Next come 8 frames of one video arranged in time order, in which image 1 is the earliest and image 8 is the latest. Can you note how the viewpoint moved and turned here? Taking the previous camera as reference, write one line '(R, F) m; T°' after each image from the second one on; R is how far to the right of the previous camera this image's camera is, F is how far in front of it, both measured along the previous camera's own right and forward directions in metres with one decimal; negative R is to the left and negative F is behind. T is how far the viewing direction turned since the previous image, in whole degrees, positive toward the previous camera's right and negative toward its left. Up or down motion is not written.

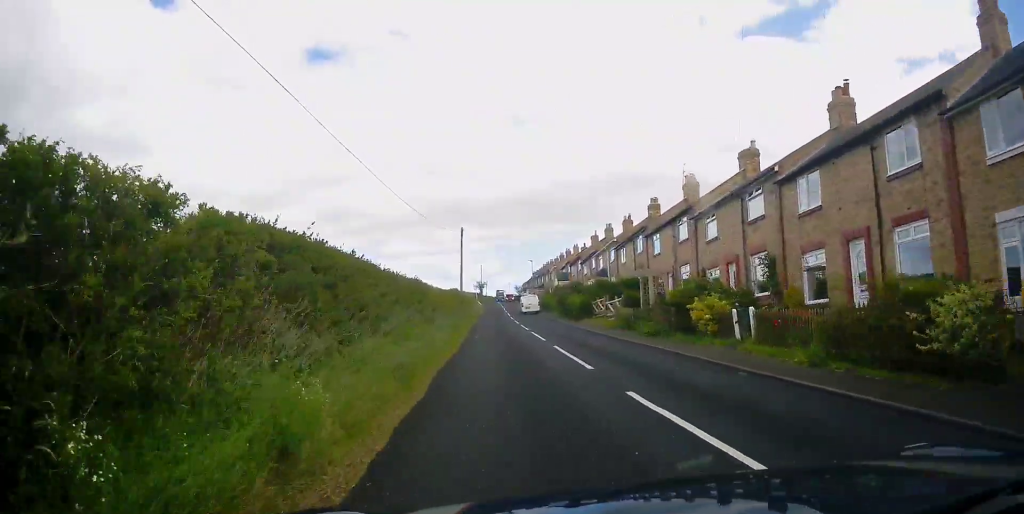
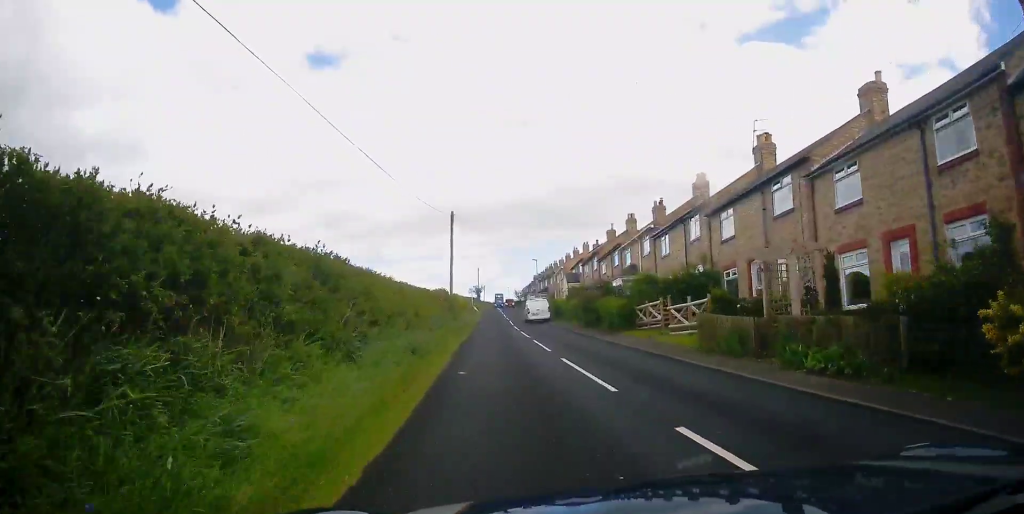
(+0.2, +11.9) m; +3°
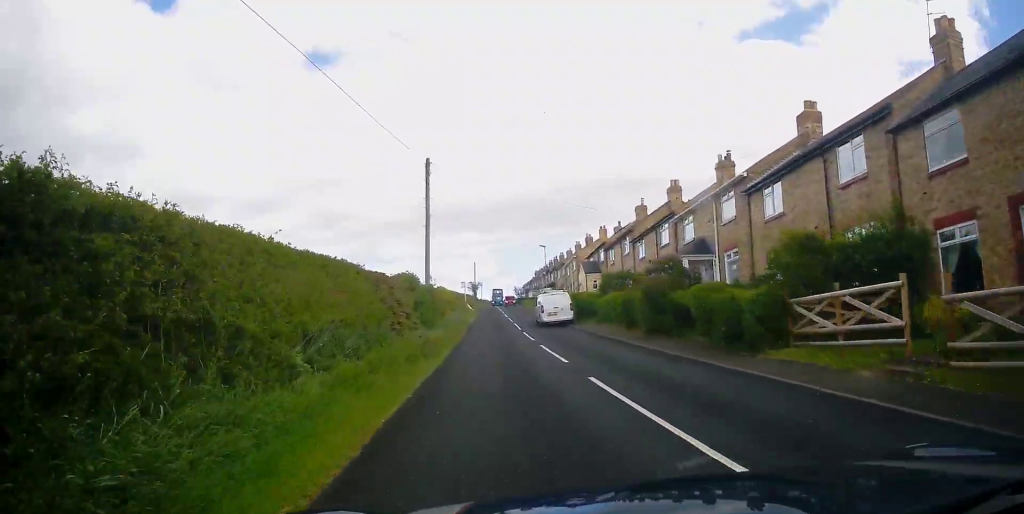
(0.0, +13.1) m; -2°
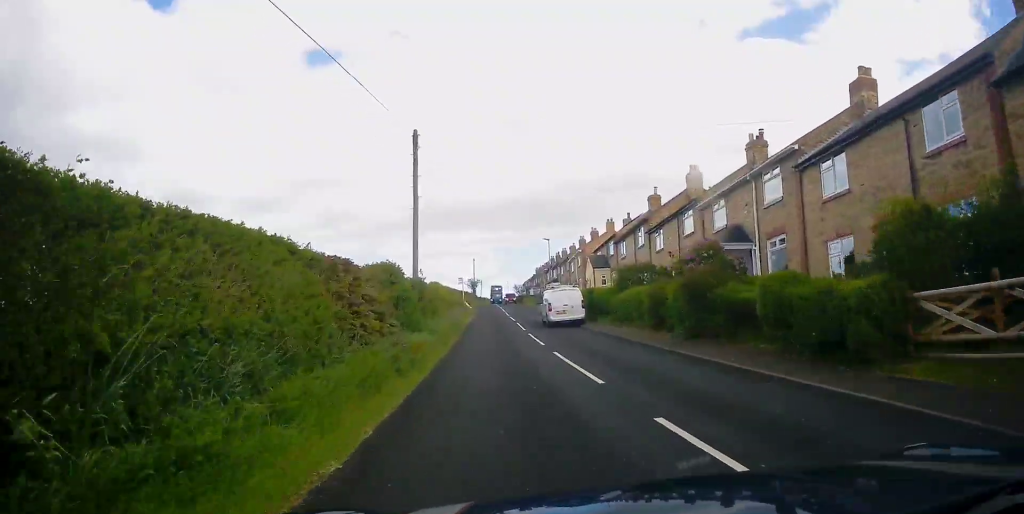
(0.0, +4.2) m; +1°
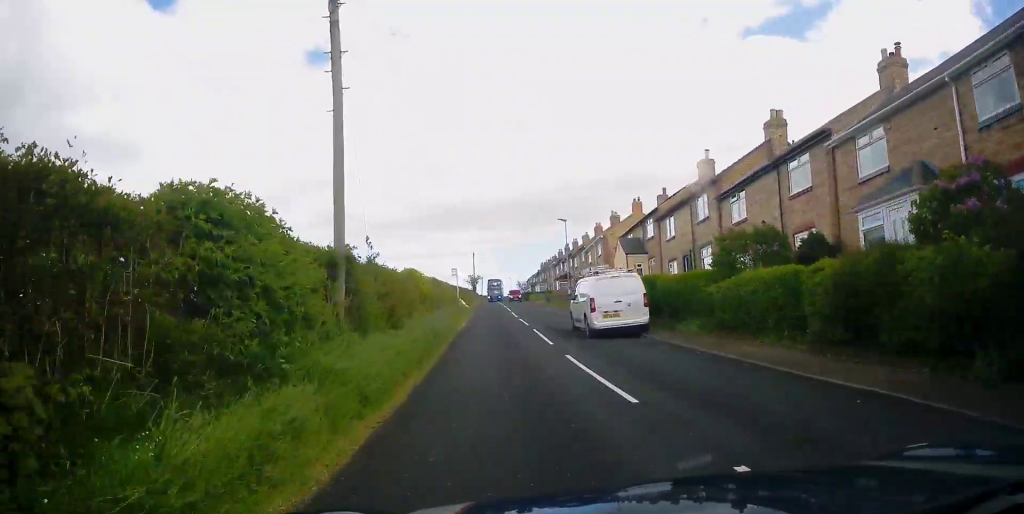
(+0.5, +11.8) m; +2°
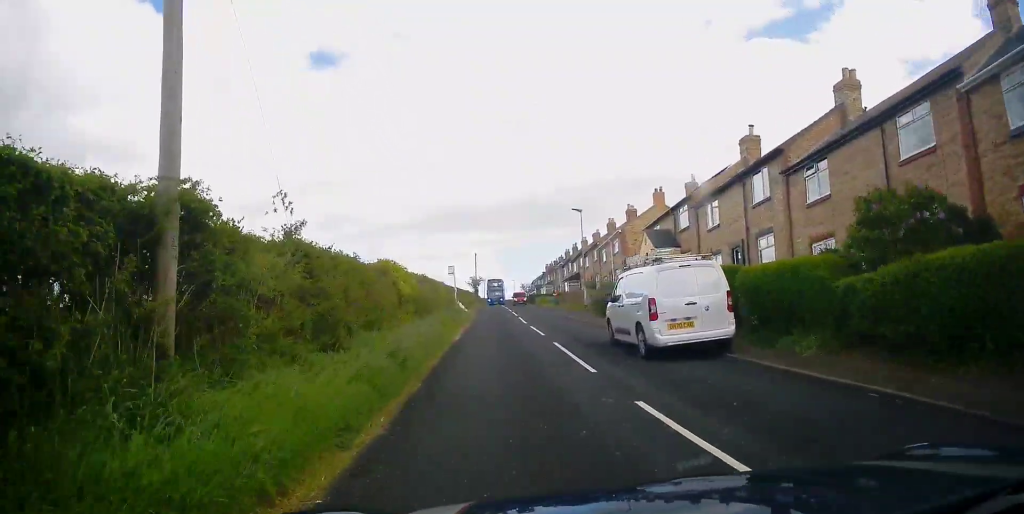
(-0.2, +6.6) m; -2°
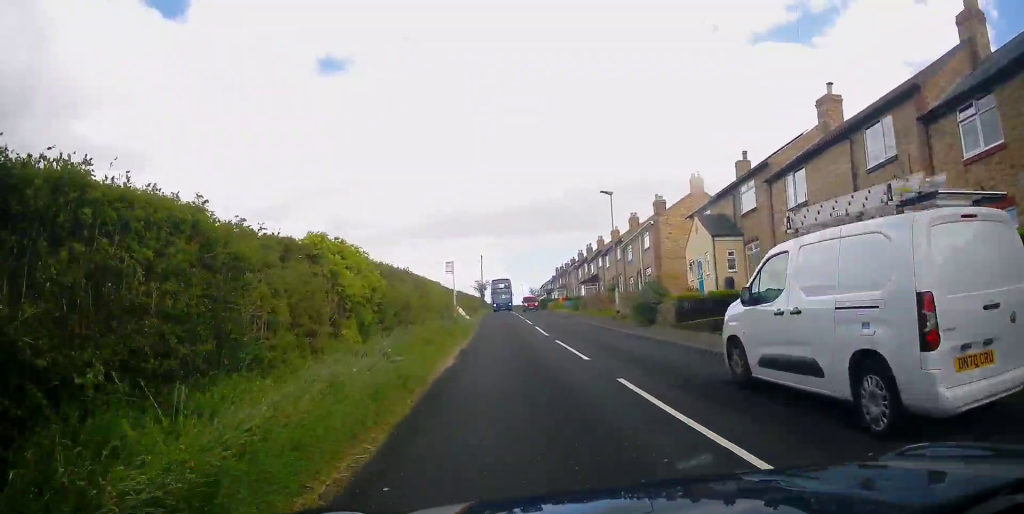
(-0.2, +8.1) m; 0°
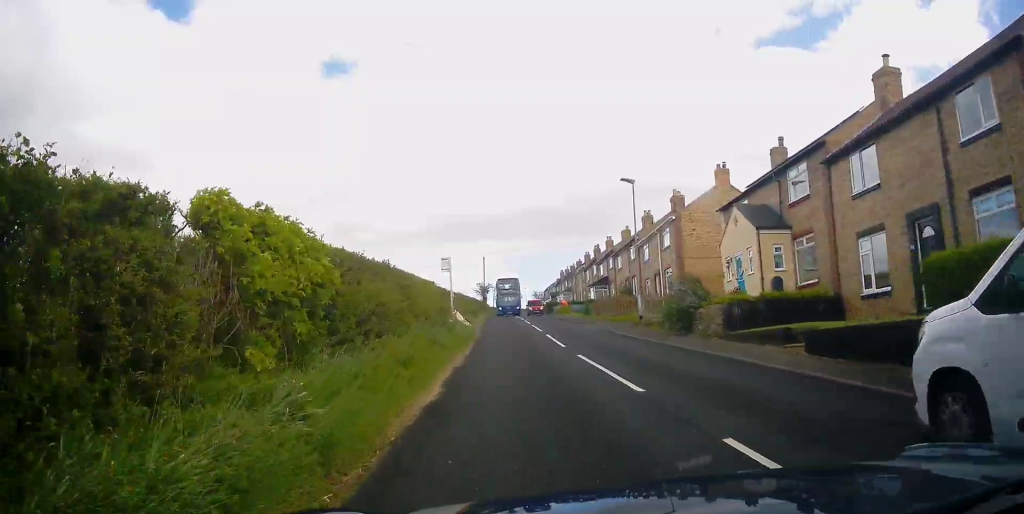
(+0.1, +4.7) m; +1°
